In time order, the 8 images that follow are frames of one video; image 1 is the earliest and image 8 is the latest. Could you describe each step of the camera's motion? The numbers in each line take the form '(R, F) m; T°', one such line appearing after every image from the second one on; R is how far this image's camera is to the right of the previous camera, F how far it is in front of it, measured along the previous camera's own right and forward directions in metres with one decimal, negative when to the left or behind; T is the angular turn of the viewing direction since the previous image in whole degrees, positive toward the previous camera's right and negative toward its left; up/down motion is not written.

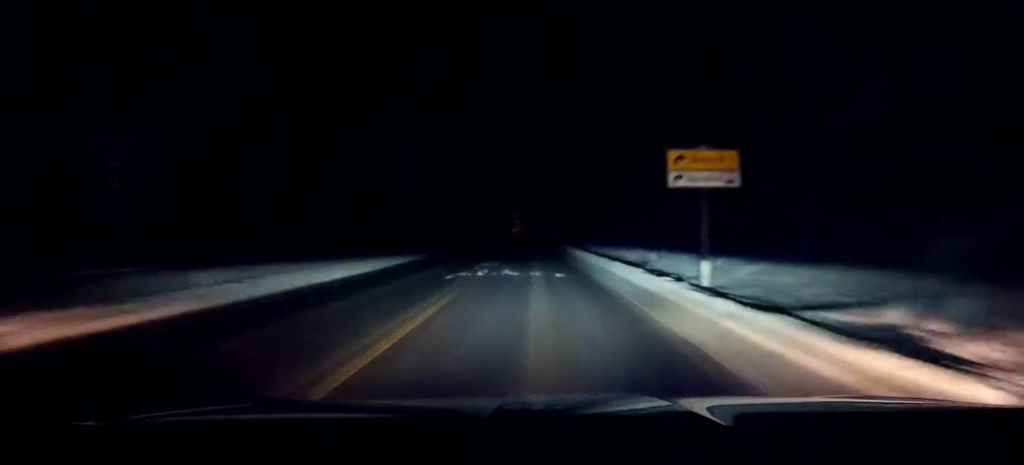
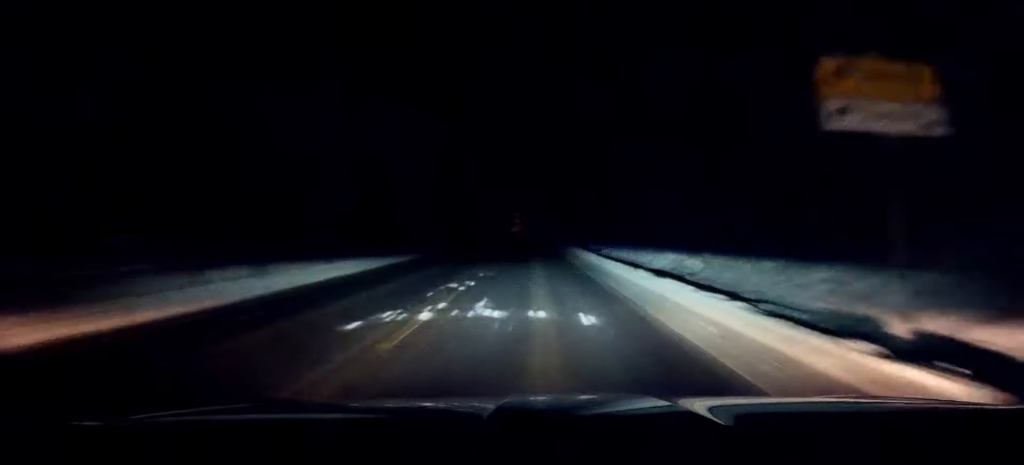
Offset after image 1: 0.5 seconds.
(-0.1, +9.6) m; 0°
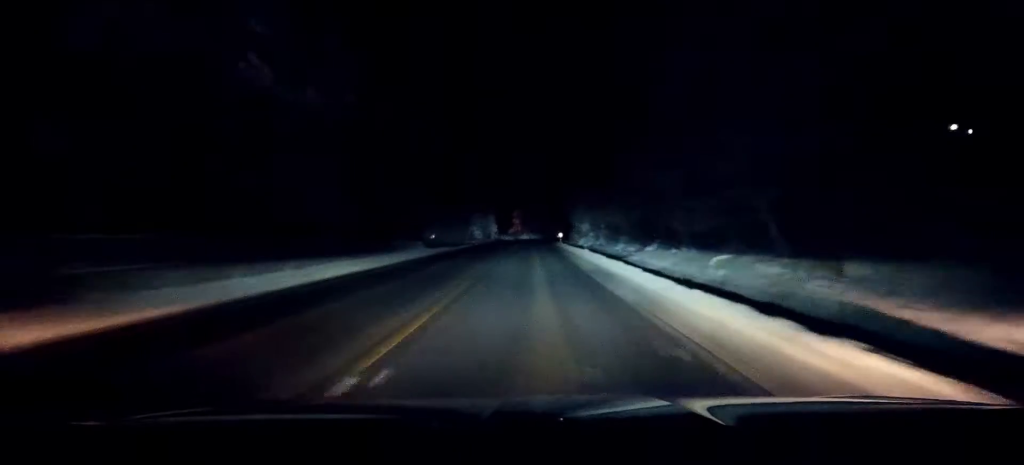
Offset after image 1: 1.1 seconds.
(0.0, +13.0) m; 0°
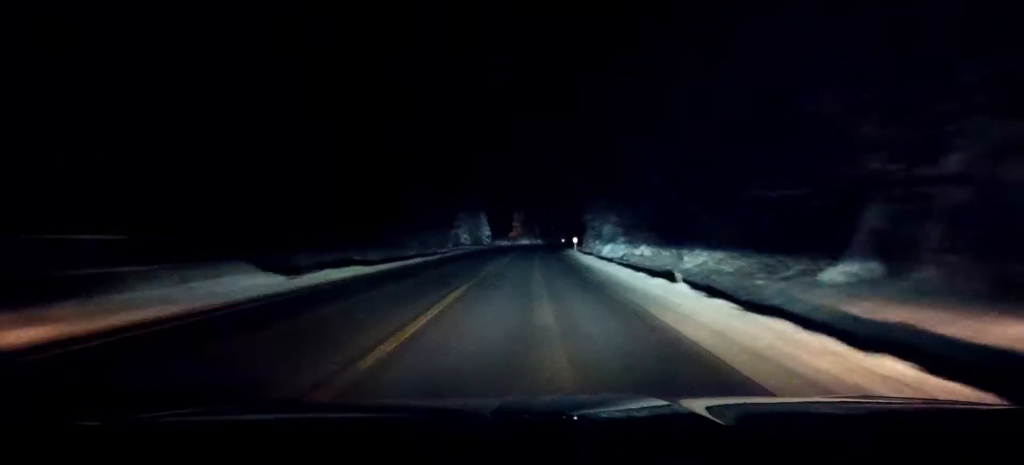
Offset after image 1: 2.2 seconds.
(+0.1, +23.2) m; 0°
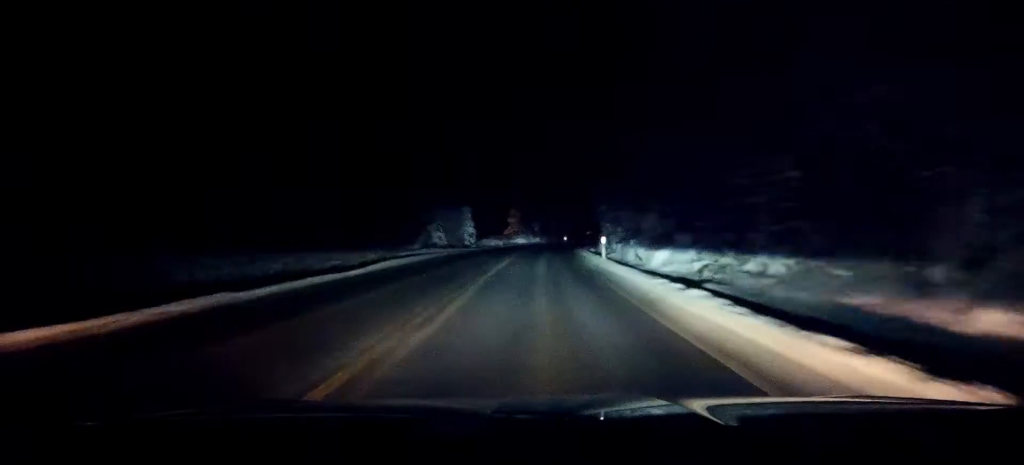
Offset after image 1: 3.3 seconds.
(0.0, +21.7) m; 0°
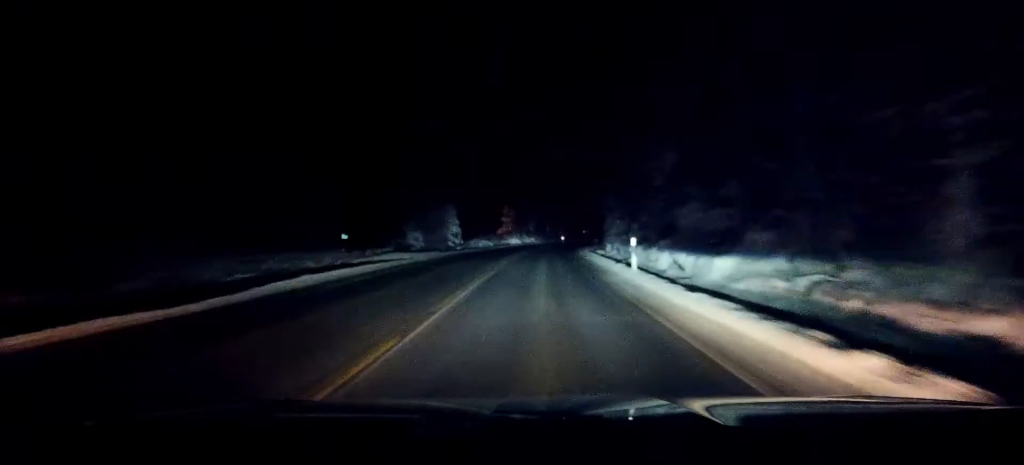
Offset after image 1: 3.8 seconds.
(-0.1, +10.2) m; 0°
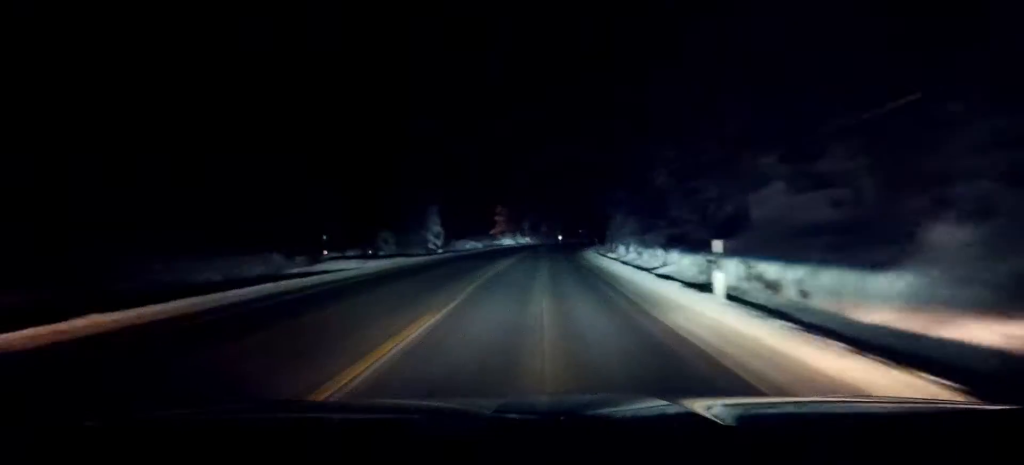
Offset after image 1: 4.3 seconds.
(0.0, +9.4) m; +1°
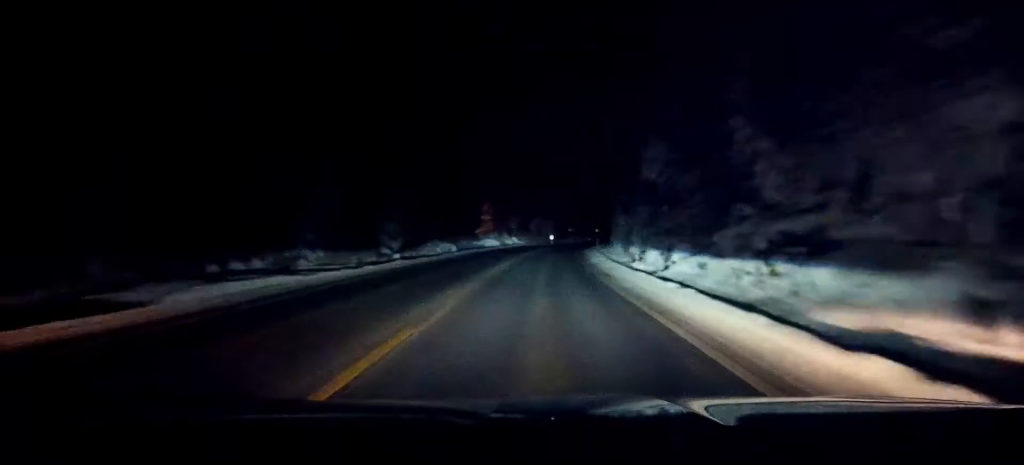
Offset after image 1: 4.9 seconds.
(0.0, +13.3) m; +1°
